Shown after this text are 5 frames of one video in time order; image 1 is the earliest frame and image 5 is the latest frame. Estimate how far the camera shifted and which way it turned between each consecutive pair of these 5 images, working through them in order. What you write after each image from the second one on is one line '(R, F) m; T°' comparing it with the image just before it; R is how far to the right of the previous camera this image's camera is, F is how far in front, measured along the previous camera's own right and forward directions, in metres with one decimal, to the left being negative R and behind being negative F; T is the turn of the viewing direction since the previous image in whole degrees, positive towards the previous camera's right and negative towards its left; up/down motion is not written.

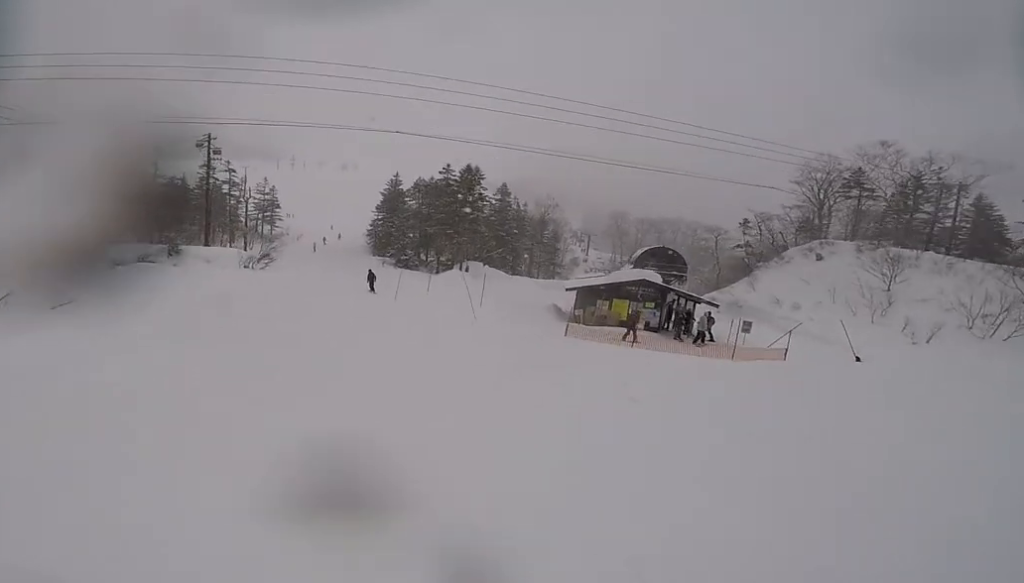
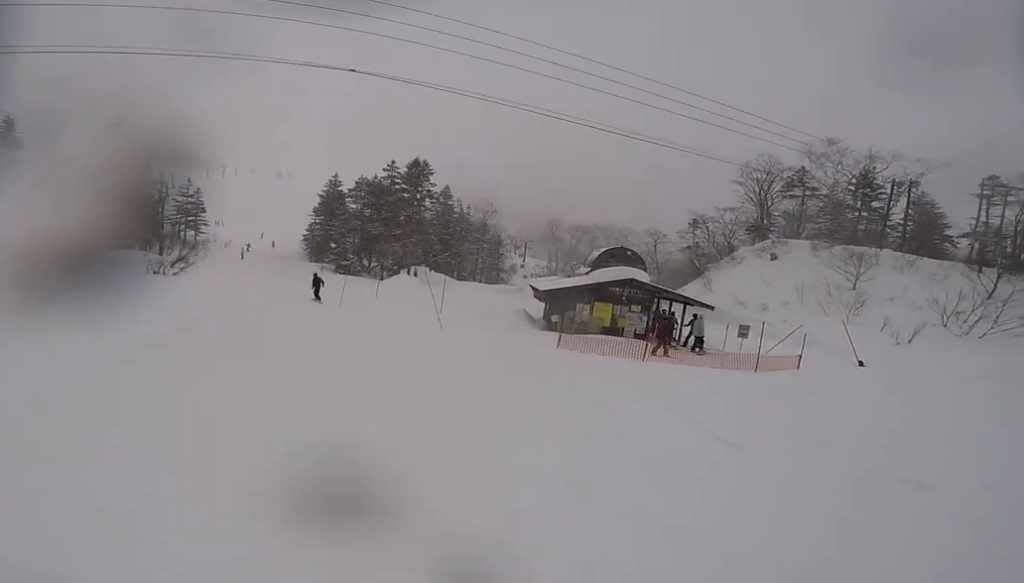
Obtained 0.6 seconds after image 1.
(-0.3, +3.9) m; -5°
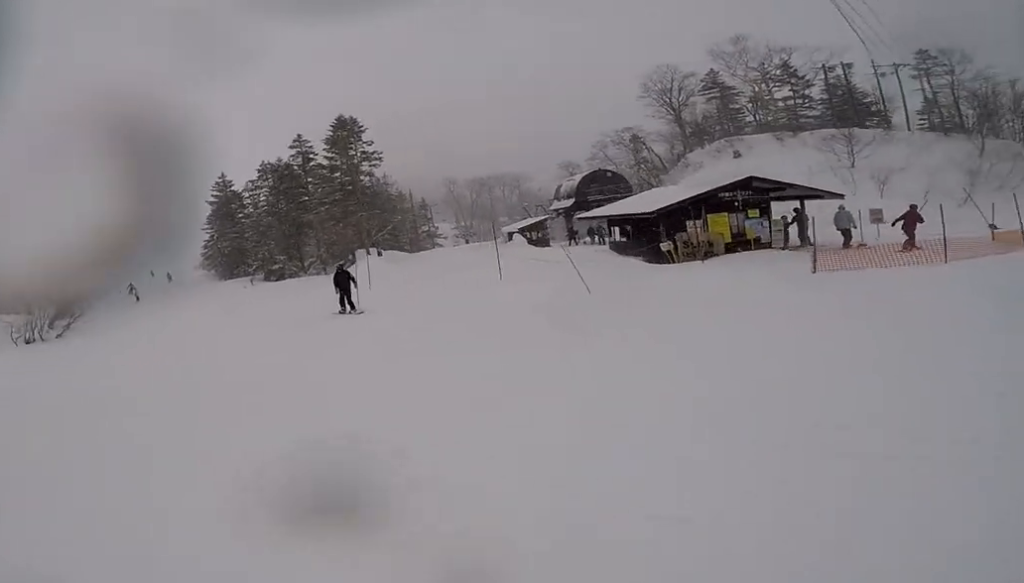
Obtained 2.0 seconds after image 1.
(-0.4, +7.4) m; +16°
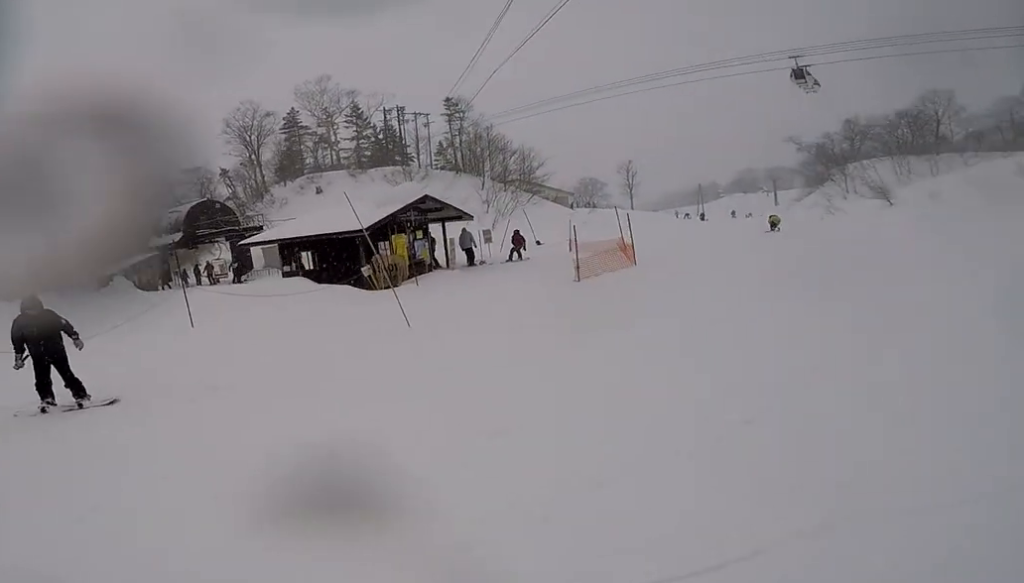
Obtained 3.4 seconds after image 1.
(+2.5, +3.4) m; +72°
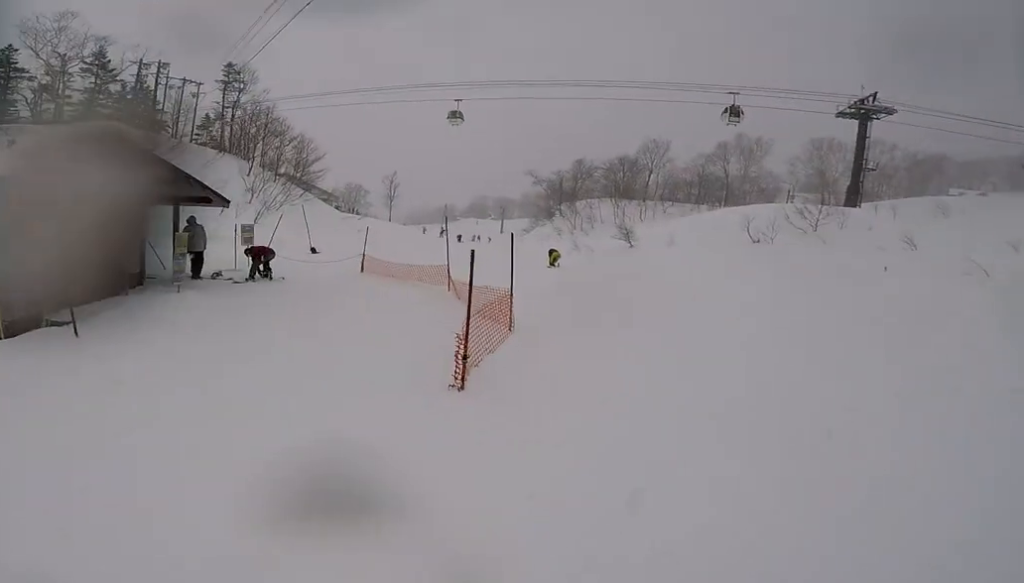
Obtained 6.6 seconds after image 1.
(+2.0, +6.4) m; -17°
